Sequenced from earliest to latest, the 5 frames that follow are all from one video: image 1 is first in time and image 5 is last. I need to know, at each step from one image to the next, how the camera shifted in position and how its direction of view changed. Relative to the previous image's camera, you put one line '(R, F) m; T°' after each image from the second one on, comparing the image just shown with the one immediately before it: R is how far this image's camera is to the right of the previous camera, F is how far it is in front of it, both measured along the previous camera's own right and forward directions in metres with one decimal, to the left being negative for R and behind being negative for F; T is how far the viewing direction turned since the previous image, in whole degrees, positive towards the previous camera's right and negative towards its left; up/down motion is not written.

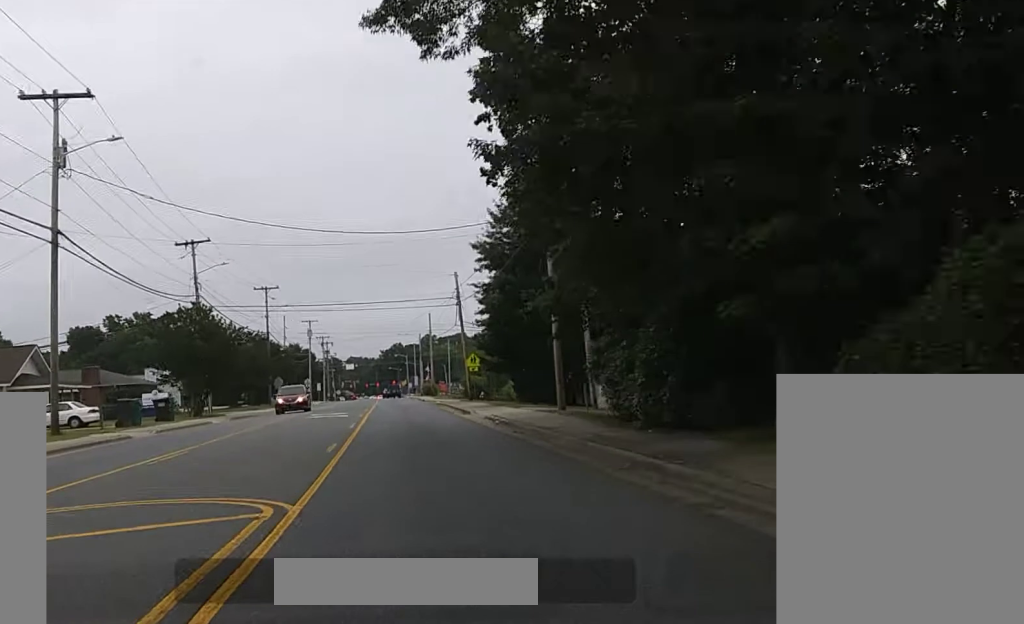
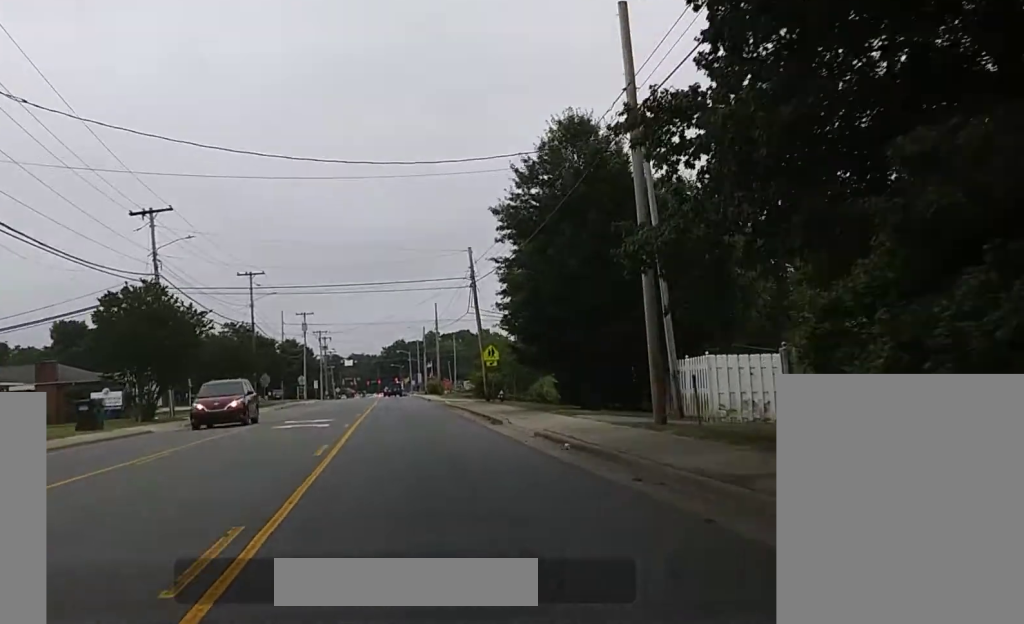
(-0.1, +12.6) m; 0°
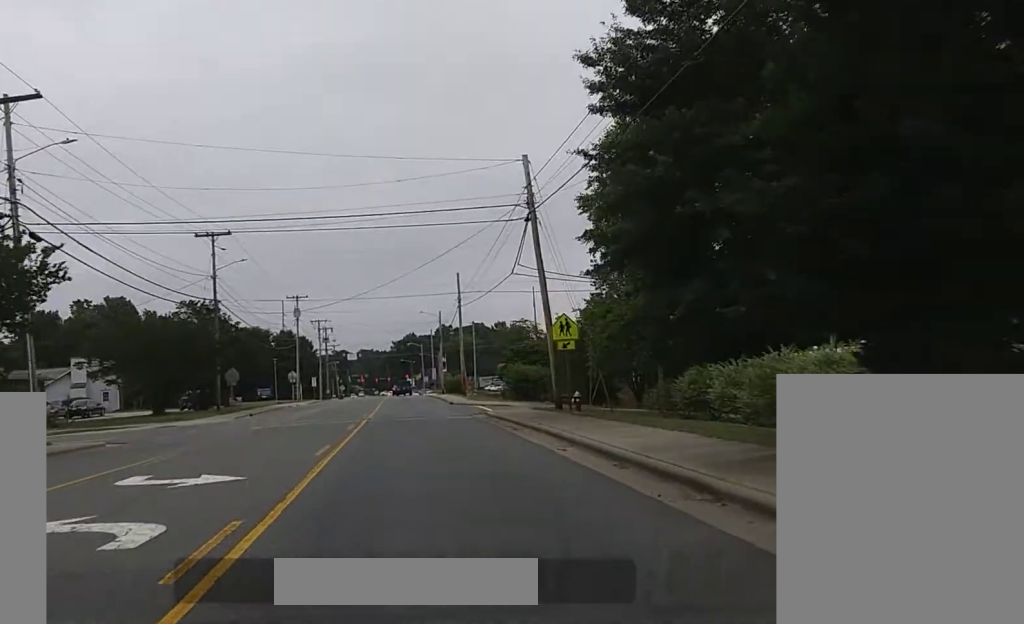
(+0.4, +23.8) m; +2°
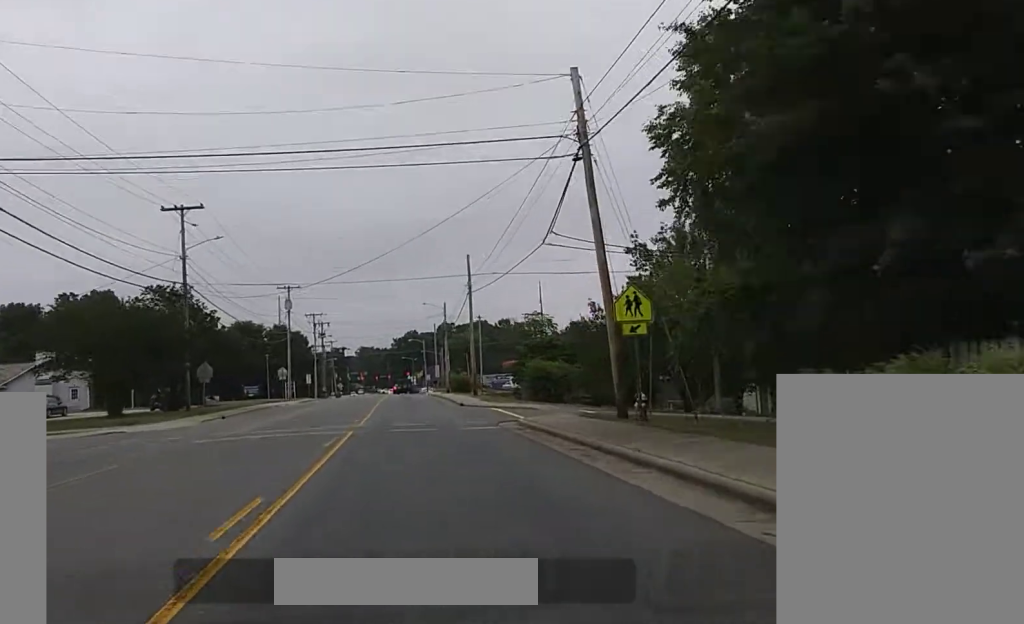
(+0.1, +9.9) m; 0°
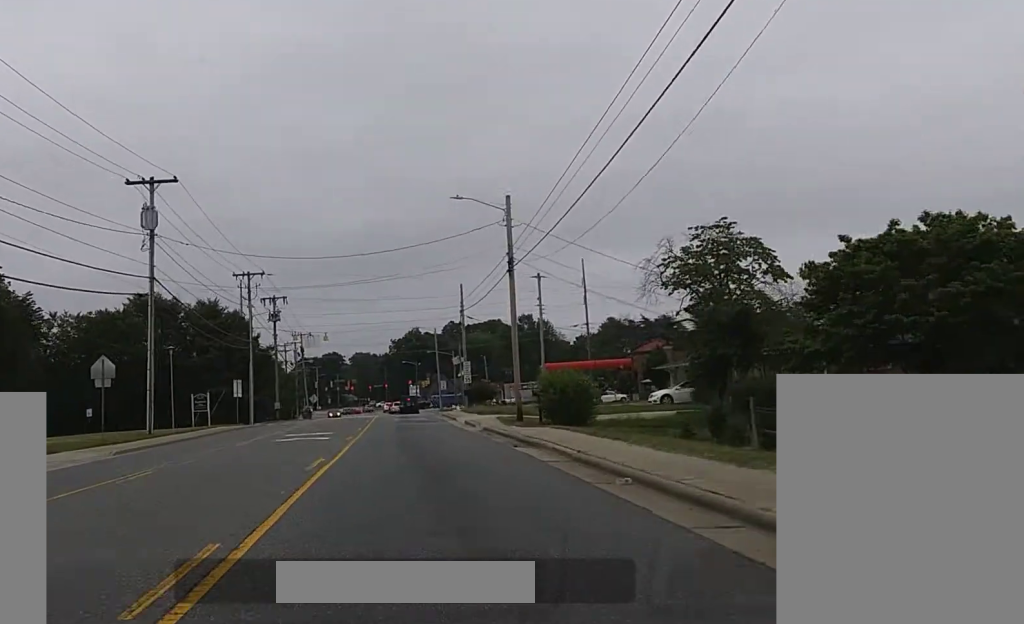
(-0.9, +62.3) m; -2°
